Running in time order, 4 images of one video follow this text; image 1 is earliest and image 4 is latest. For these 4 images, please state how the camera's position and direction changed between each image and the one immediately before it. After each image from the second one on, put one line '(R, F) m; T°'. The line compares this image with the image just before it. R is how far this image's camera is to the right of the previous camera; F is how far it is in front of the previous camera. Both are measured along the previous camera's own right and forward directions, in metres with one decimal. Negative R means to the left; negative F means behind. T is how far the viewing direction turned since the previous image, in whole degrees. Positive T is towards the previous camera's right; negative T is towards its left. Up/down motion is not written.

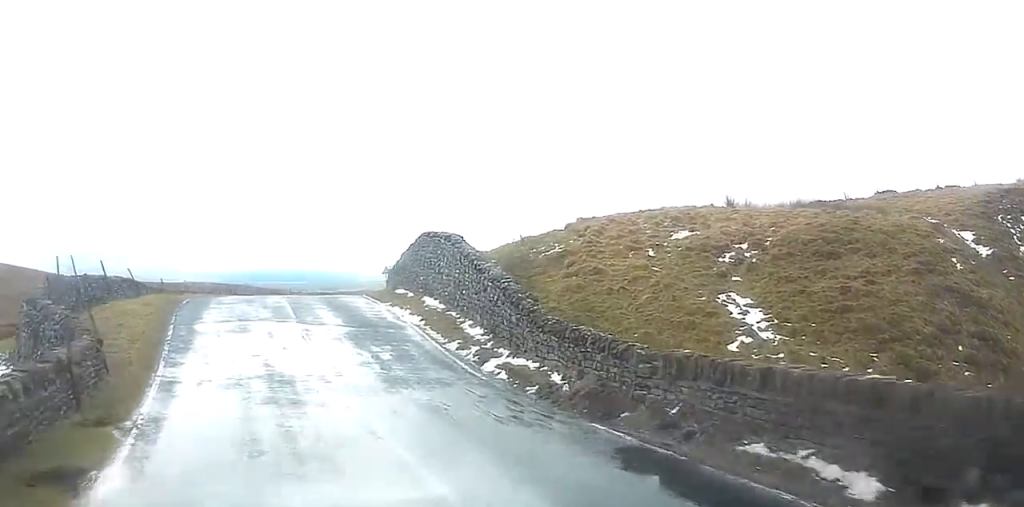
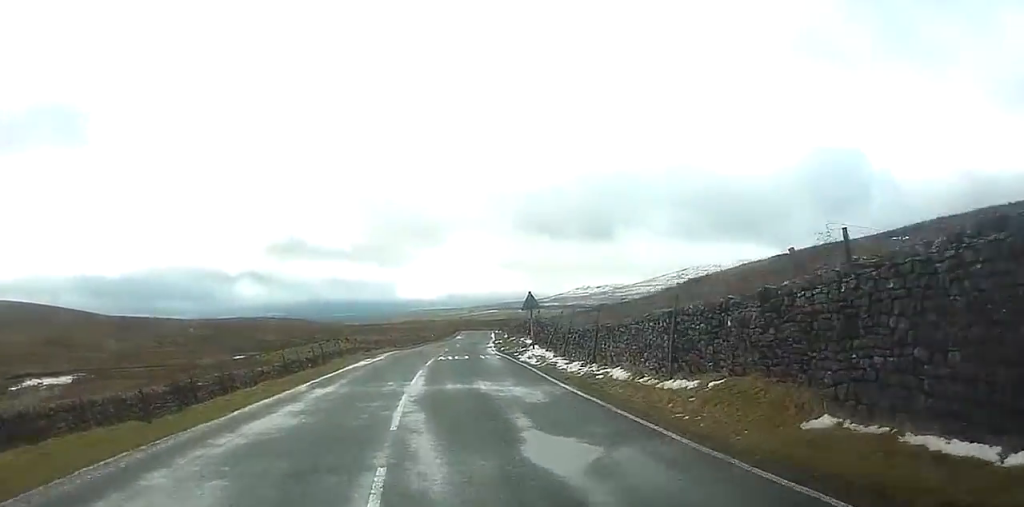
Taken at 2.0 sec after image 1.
(-3.4, +36.1) m; -5°
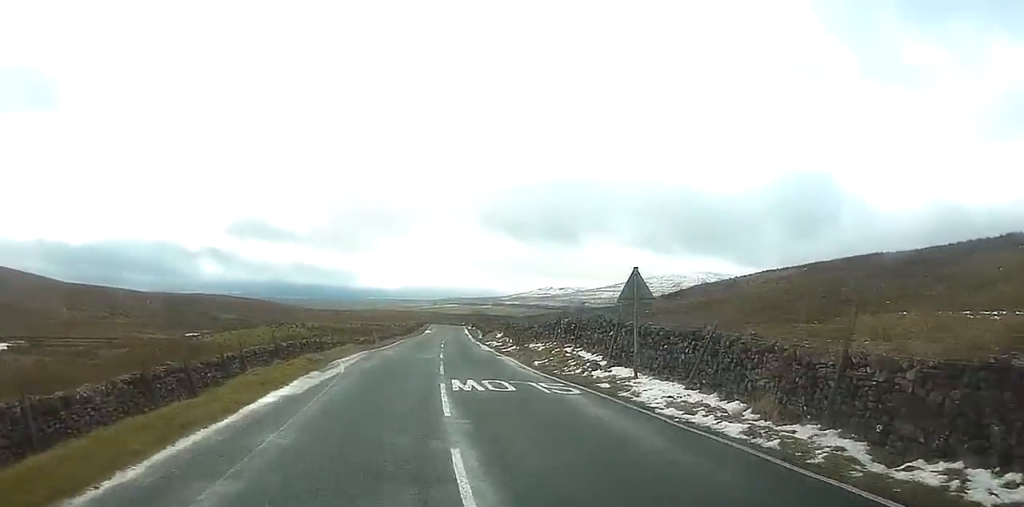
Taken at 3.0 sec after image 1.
(+0.2, +17.3) m; +2°
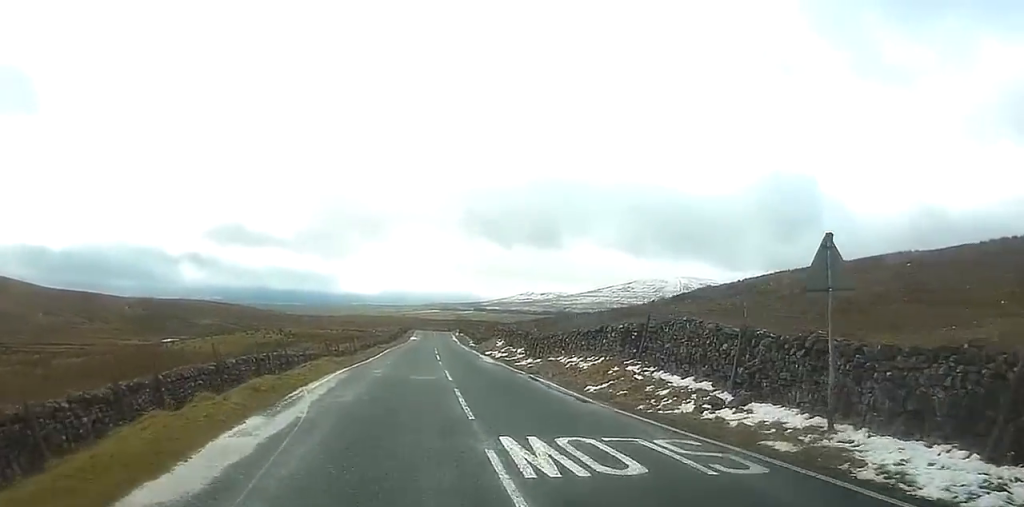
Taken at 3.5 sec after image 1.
(+0.2, +8.5) m; +1°
